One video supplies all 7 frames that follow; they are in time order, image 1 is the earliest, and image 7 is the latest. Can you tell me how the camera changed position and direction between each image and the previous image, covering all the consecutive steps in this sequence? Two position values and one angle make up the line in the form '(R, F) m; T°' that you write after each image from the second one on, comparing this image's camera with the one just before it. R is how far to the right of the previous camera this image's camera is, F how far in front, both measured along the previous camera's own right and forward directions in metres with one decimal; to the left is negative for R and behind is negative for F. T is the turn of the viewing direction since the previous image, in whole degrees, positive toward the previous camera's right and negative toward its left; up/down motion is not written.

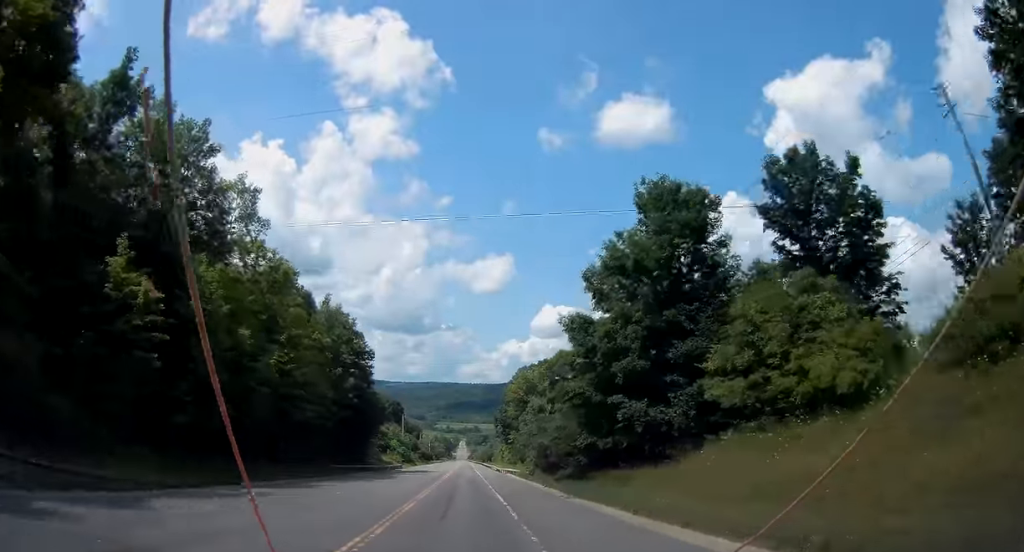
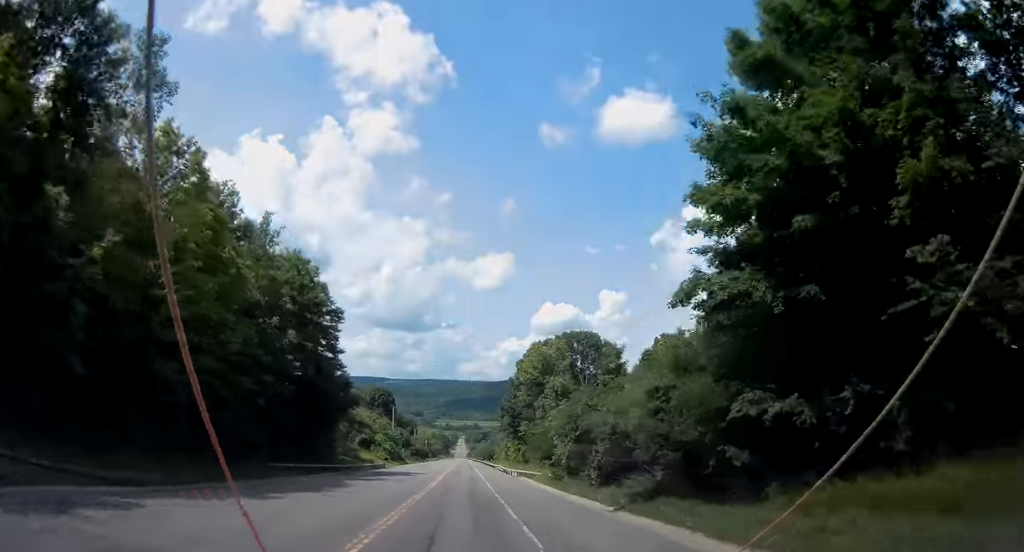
(-0.1, +21.0) m; 0°
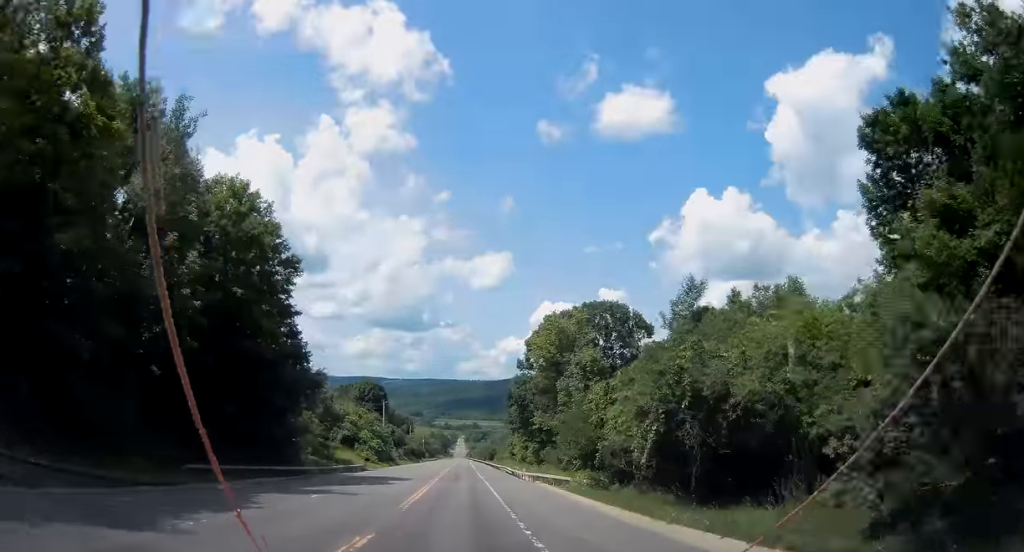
(+0.1, +16.0) m; 0°
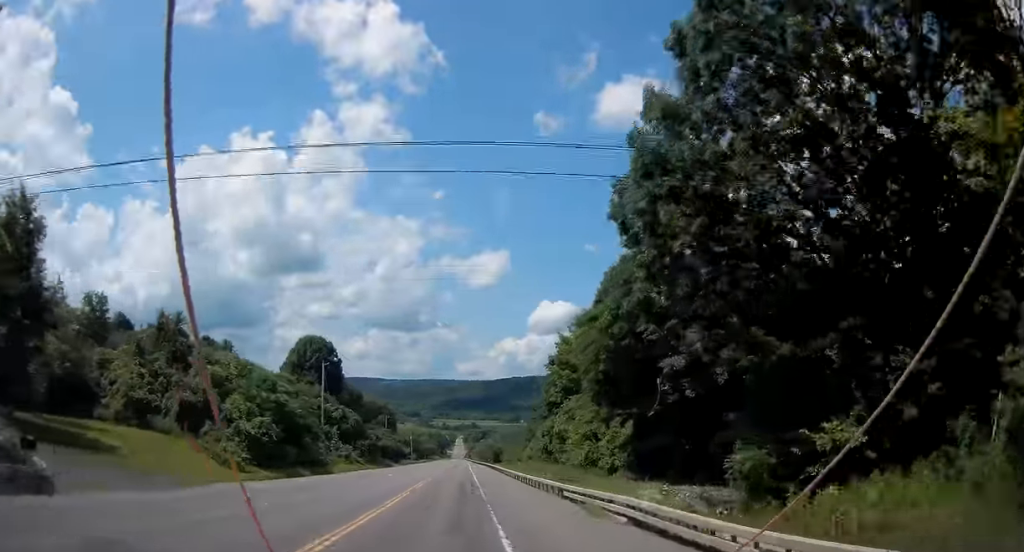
(+0.4, +55.7) m; +1°
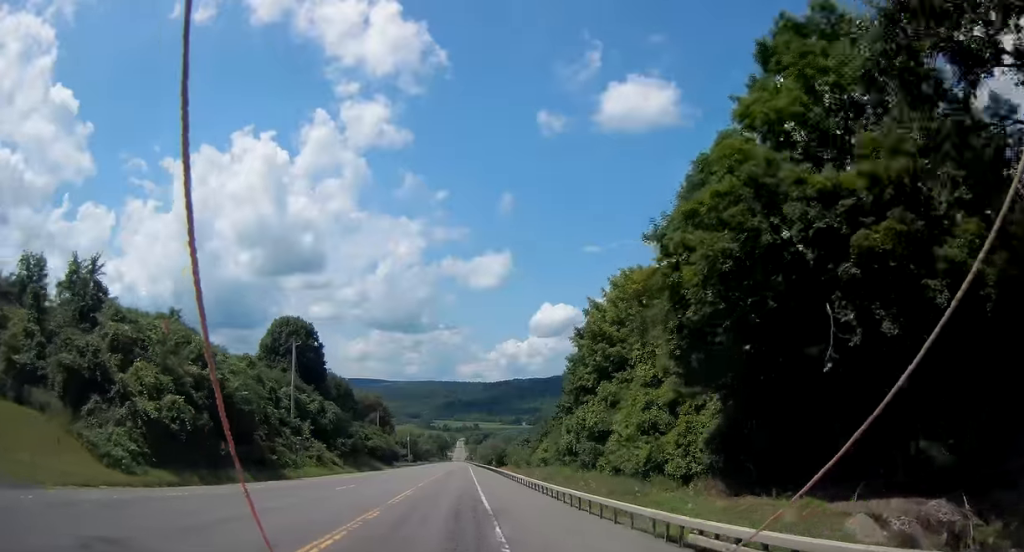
(0.0, +14.6) m; -1°
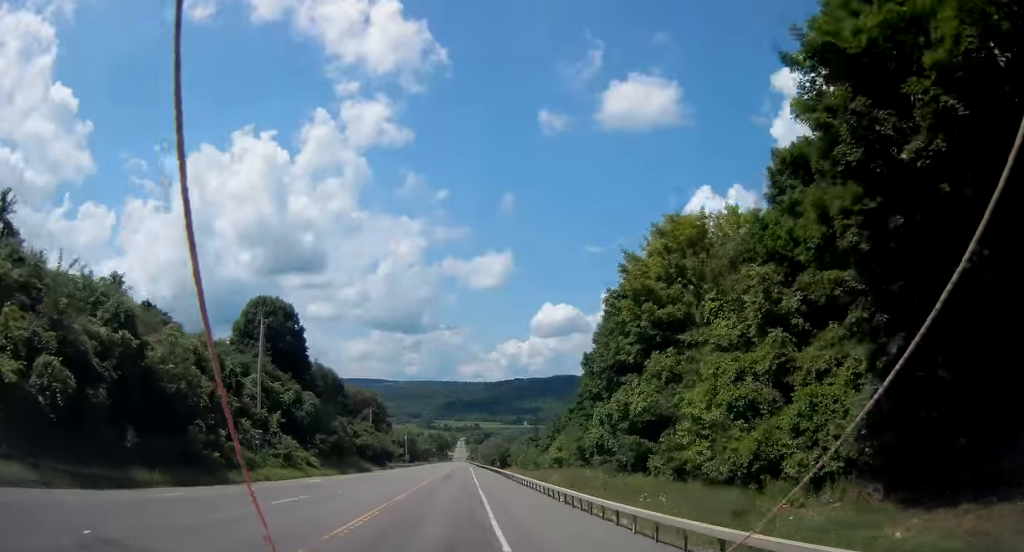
(+0.1, +11.2) m; -1°
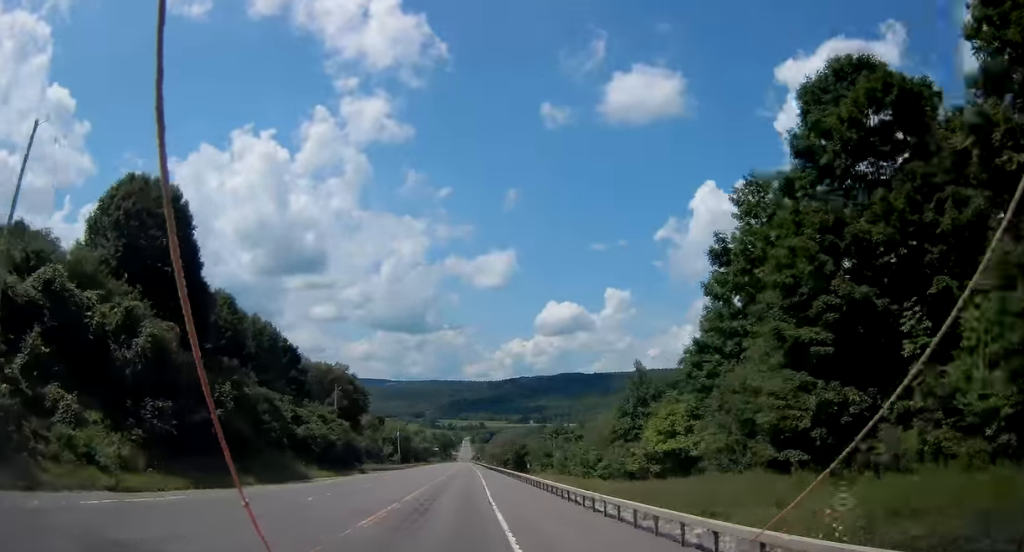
(-0.5, +35.7) m; -1°
